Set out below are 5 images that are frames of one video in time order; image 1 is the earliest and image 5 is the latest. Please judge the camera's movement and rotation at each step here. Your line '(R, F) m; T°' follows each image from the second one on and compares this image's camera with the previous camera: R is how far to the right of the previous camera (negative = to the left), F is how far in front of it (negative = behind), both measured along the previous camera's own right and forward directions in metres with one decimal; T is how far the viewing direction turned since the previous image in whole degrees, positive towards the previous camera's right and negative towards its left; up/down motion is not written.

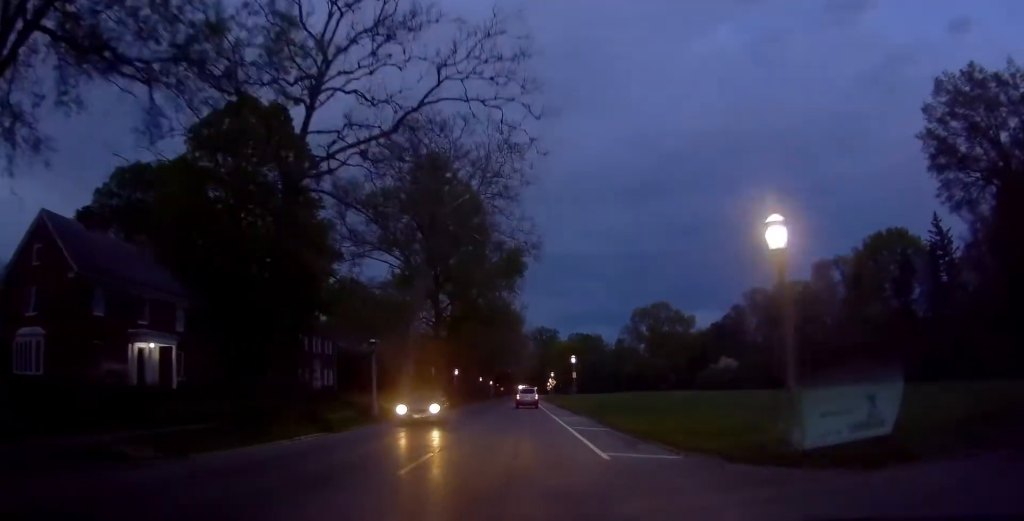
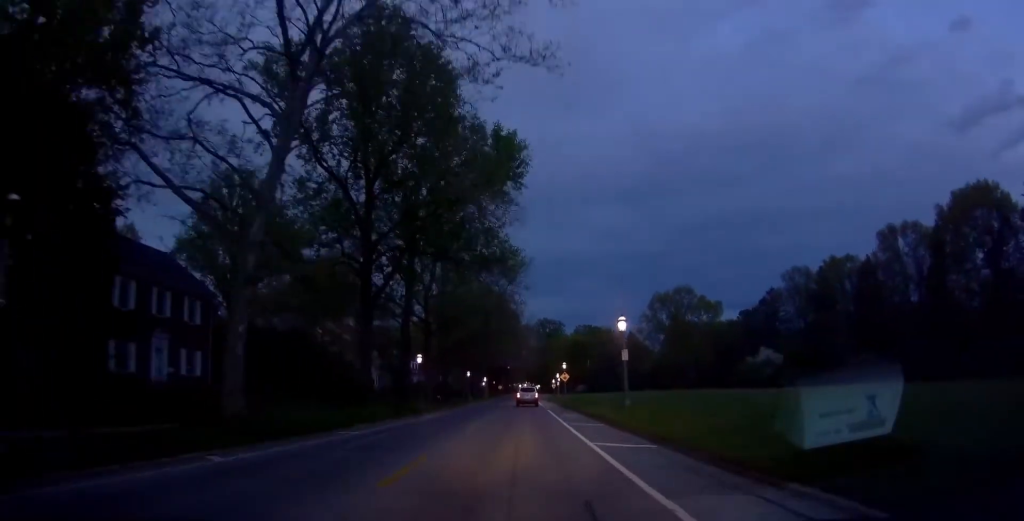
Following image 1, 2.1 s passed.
(+0.7, +25.1) m; +3°
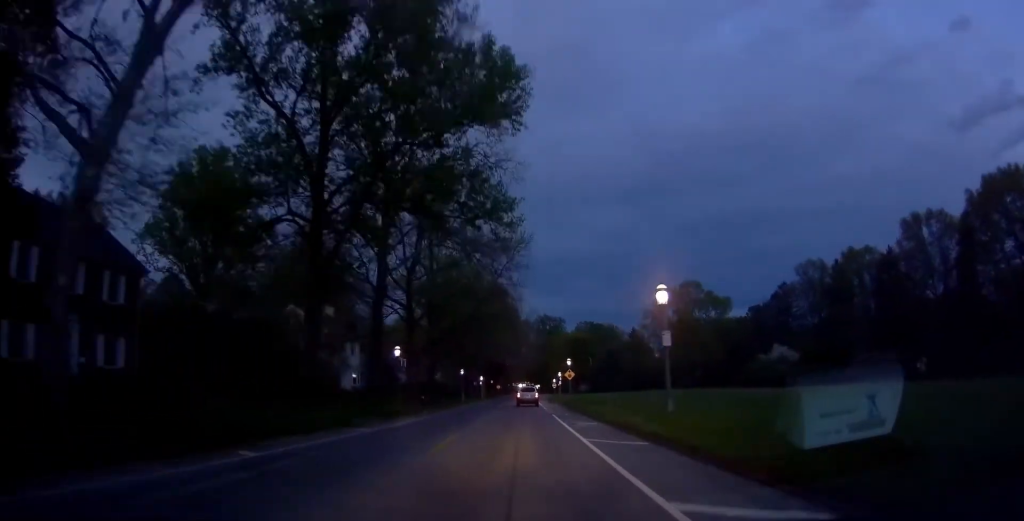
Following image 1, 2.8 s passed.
(0.0, +7.9) m; -2°
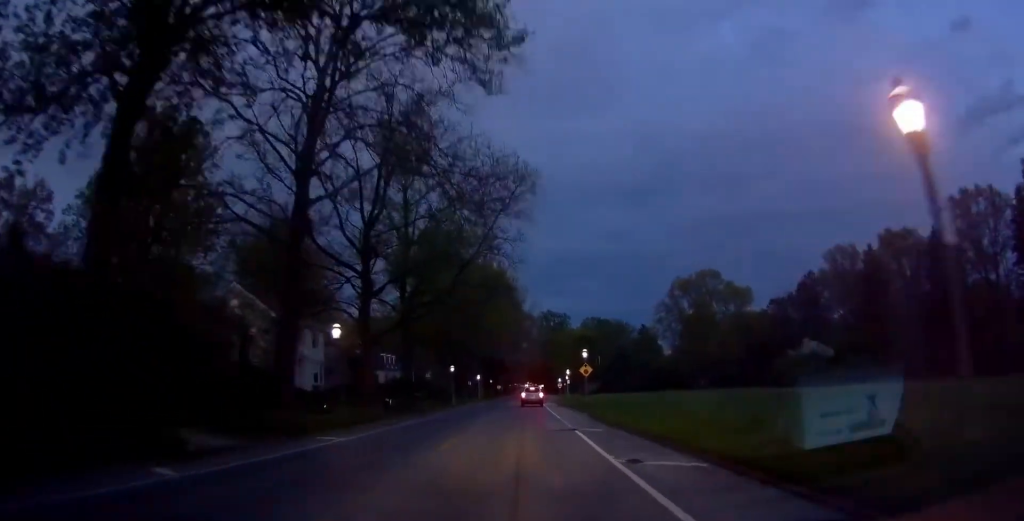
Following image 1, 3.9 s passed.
(-0.7, +13.3) m; -4°
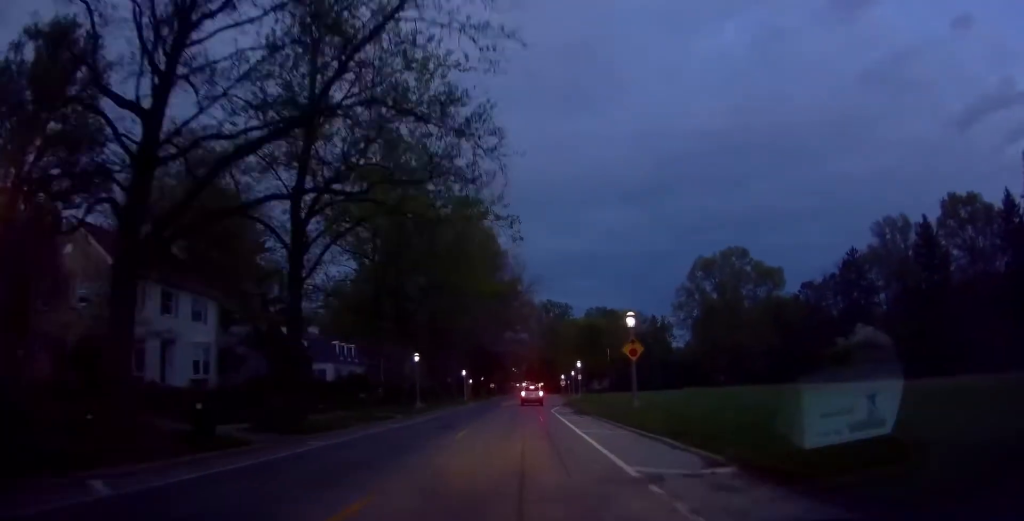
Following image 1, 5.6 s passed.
(+0.3, +20.2) m; +3°
